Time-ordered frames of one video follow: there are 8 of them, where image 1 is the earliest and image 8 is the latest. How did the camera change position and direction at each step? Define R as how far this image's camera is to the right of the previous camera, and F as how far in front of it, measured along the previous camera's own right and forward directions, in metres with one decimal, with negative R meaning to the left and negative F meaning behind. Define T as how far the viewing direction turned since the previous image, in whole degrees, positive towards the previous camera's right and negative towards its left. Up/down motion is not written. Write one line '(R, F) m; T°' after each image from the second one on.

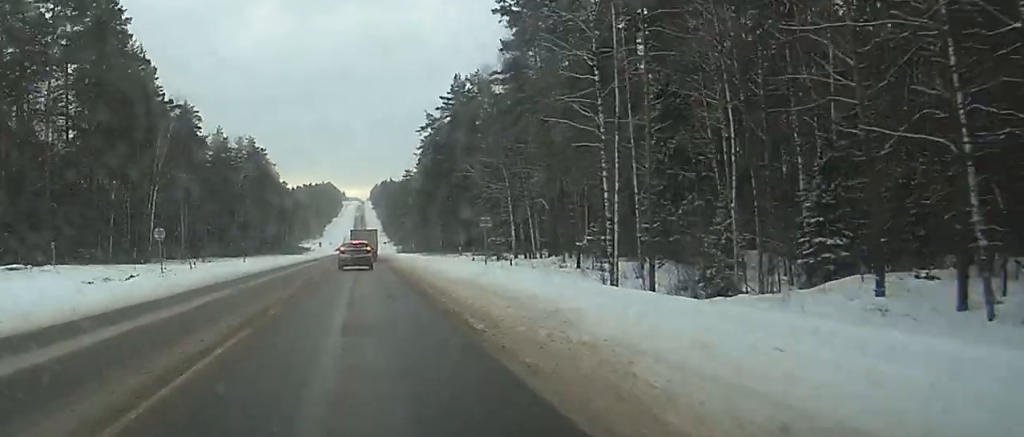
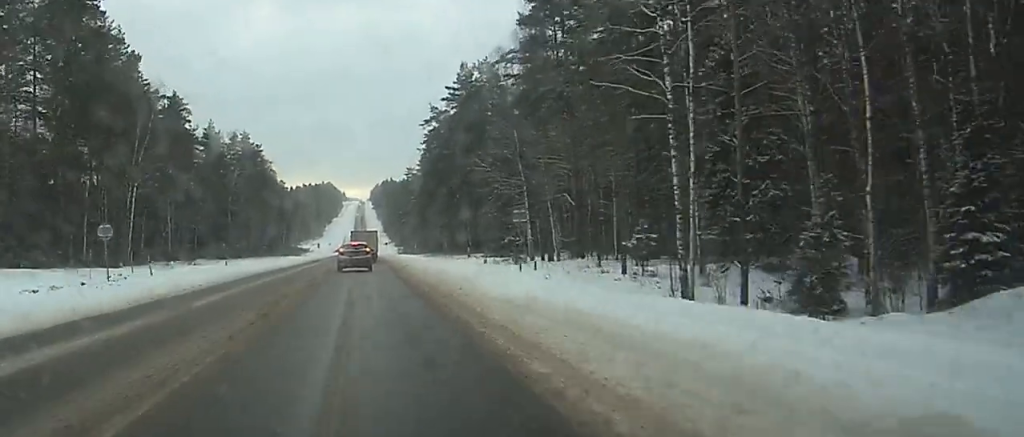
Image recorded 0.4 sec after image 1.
(0.0, +10.3) m; 0°
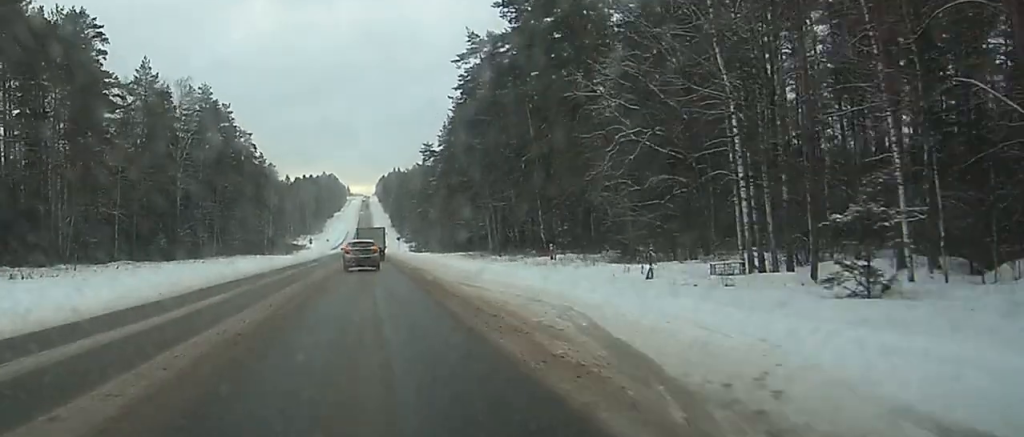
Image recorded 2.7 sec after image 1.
(-0.3, +54.4) m; 0°
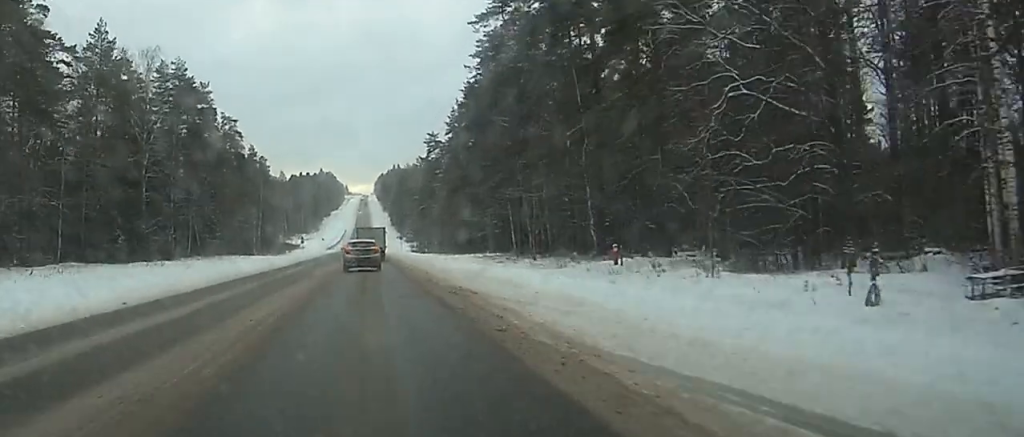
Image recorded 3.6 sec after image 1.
(0.0, +19.7) m; 0°
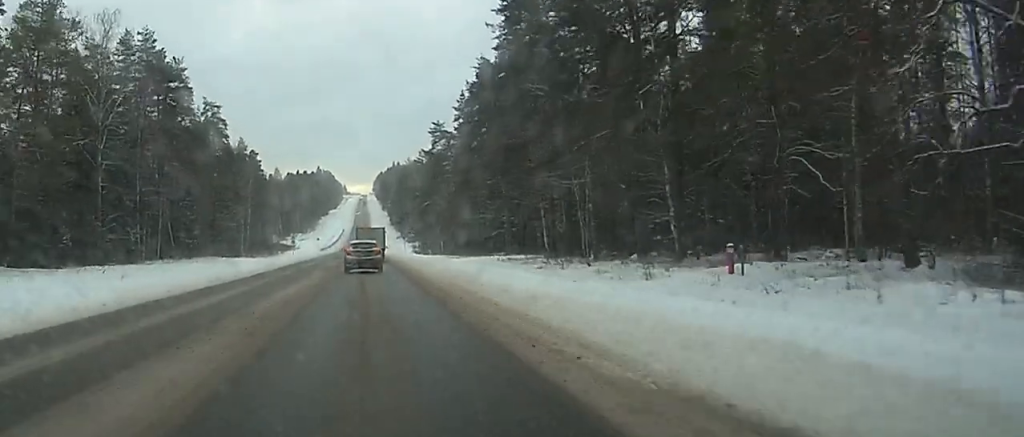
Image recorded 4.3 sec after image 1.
(0.0, +18.1) m; 0°
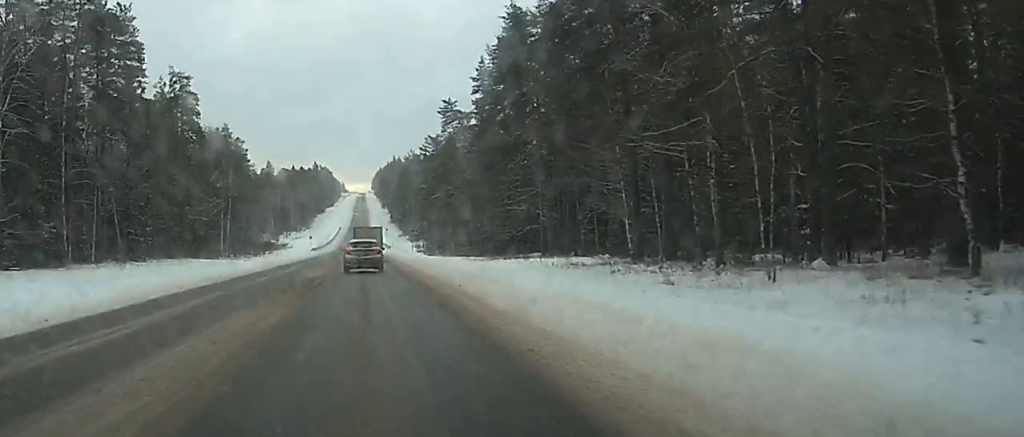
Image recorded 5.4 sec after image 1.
(0.0, +25.9) m; 0°
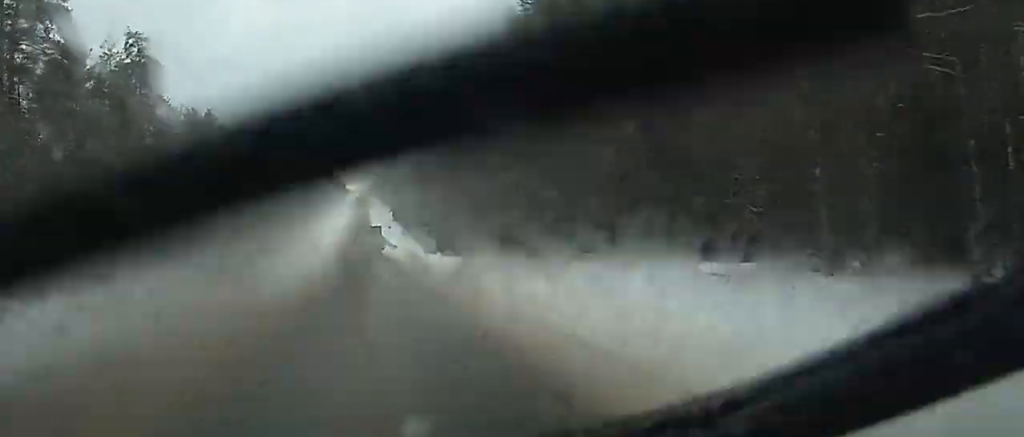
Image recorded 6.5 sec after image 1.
(0.0, +24.2) m; 0°
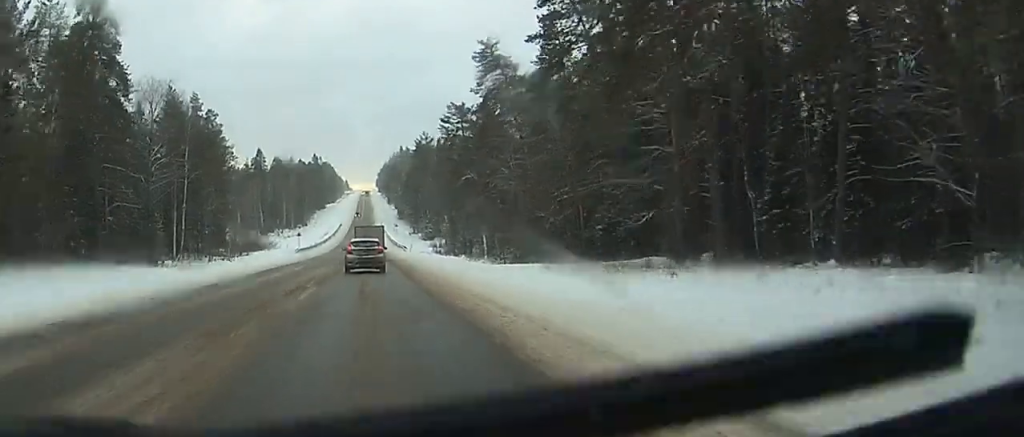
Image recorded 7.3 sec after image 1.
(0.0, +19.2) m; 0°
